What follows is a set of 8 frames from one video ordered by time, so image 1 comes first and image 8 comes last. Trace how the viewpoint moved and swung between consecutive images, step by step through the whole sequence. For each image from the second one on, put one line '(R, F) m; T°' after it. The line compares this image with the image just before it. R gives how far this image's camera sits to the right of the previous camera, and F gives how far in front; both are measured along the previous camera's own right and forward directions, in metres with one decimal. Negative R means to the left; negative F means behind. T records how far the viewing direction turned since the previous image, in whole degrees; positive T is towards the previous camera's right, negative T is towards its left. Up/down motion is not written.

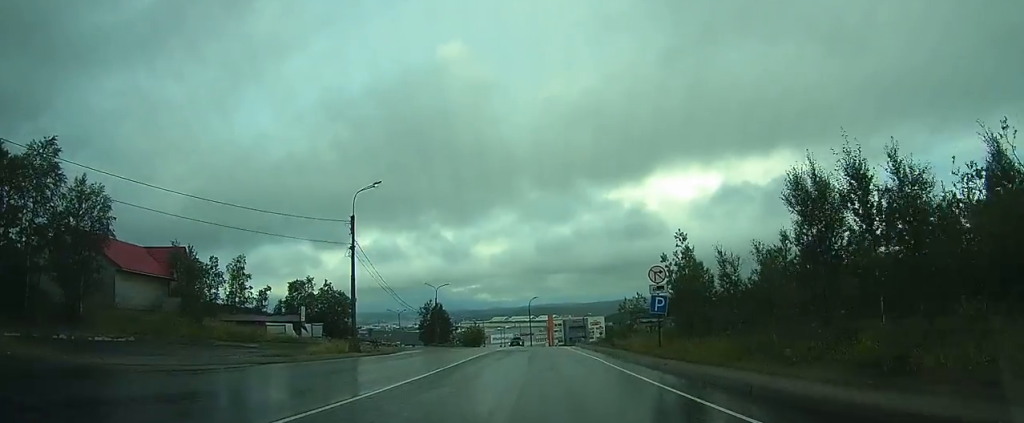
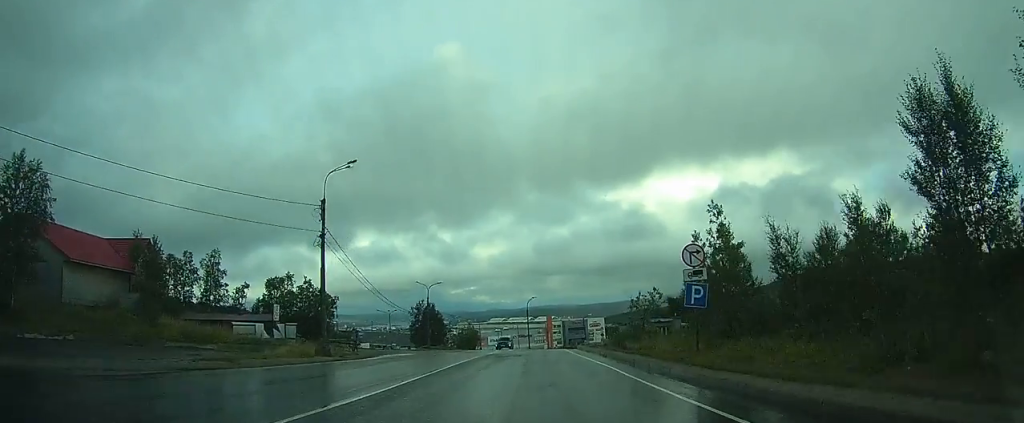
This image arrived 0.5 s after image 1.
(0.0, +6.1) m; 0°
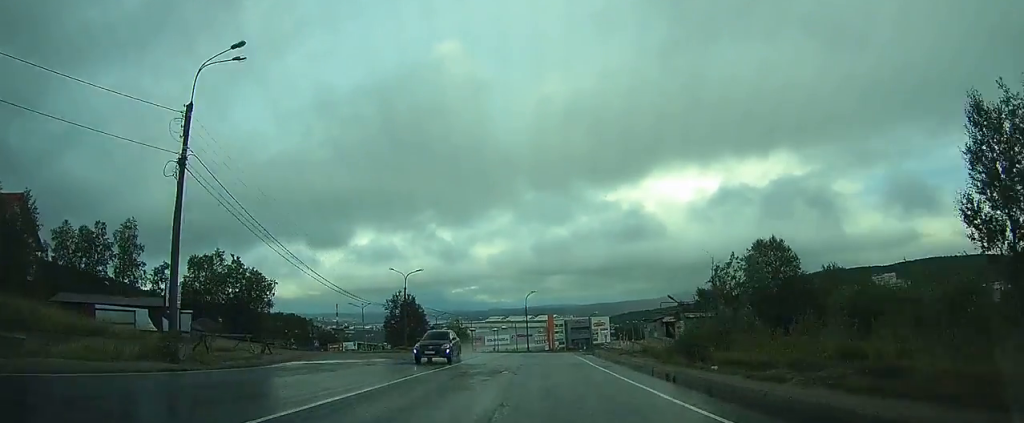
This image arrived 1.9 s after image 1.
(0.0, +17.1) m; +1°
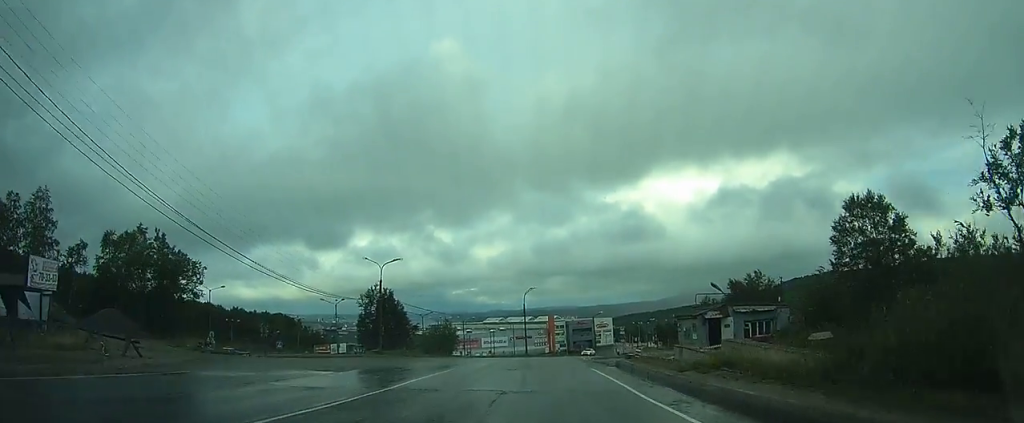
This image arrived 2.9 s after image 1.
(+0.1, +12.5) m; +3°
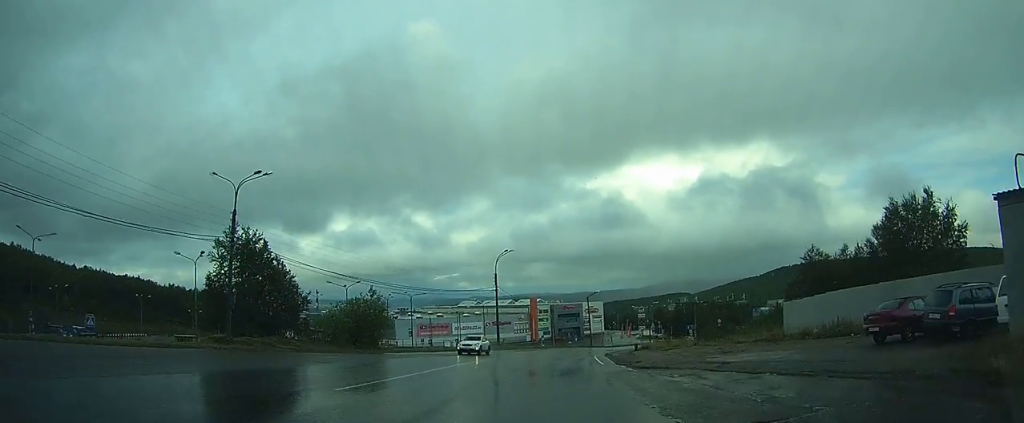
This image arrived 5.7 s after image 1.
(-0.1, +32.0) m; -3°
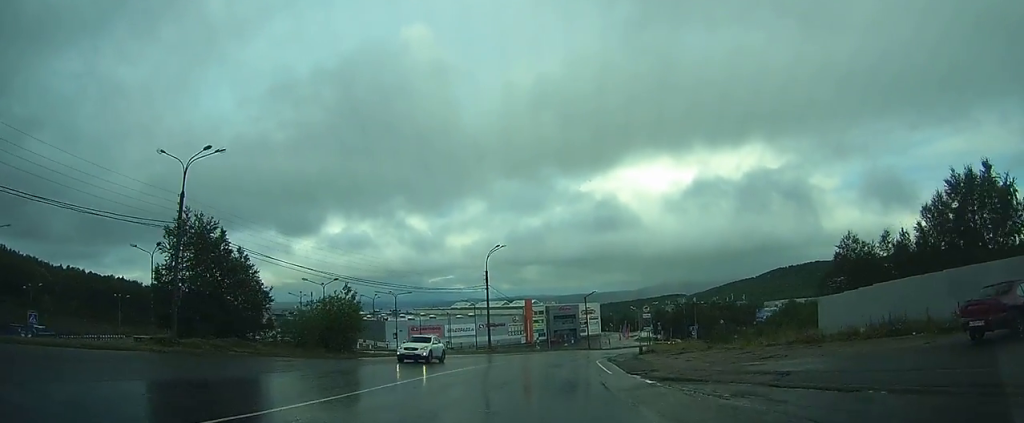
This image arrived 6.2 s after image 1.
(0.0, +5.7) m; +1°
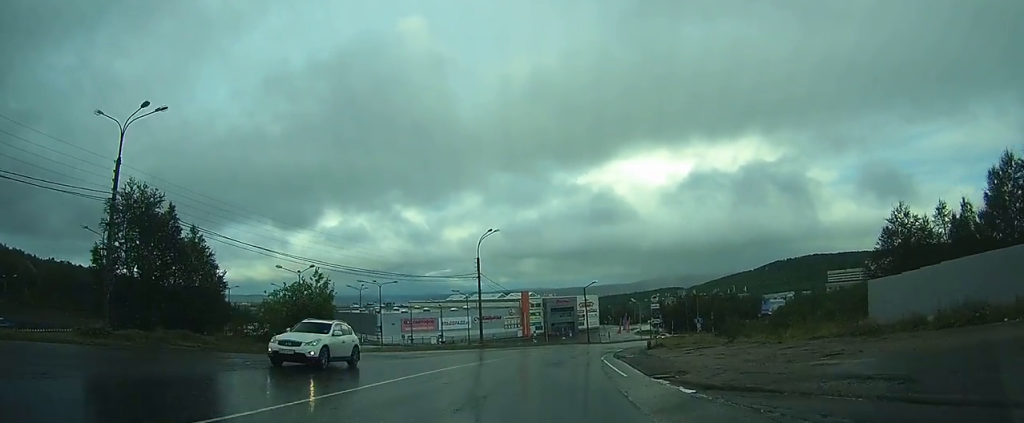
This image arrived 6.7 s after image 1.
(-0.1, +5.7) m; +1°
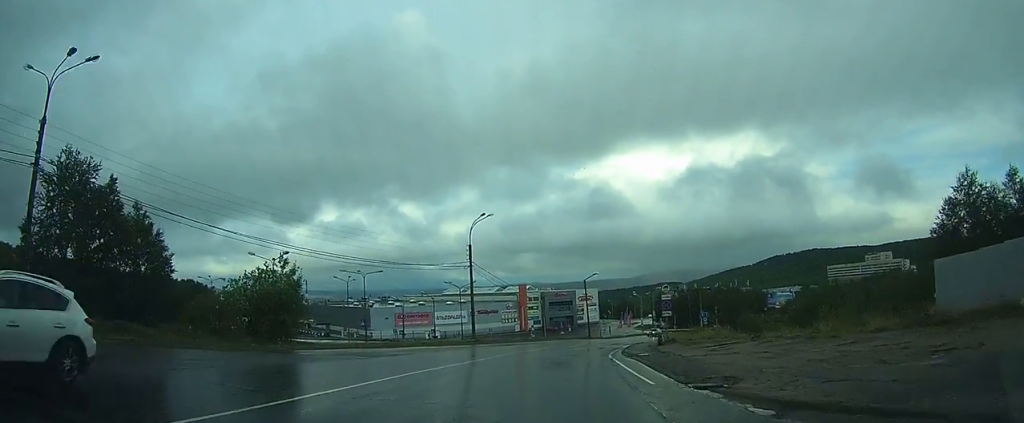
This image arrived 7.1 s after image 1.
(+0.1, +5.3) m; 0°
